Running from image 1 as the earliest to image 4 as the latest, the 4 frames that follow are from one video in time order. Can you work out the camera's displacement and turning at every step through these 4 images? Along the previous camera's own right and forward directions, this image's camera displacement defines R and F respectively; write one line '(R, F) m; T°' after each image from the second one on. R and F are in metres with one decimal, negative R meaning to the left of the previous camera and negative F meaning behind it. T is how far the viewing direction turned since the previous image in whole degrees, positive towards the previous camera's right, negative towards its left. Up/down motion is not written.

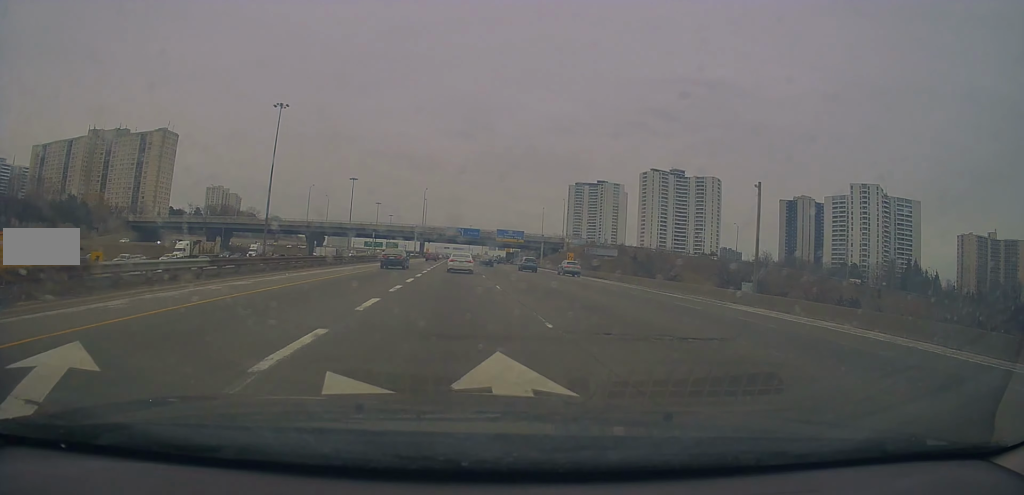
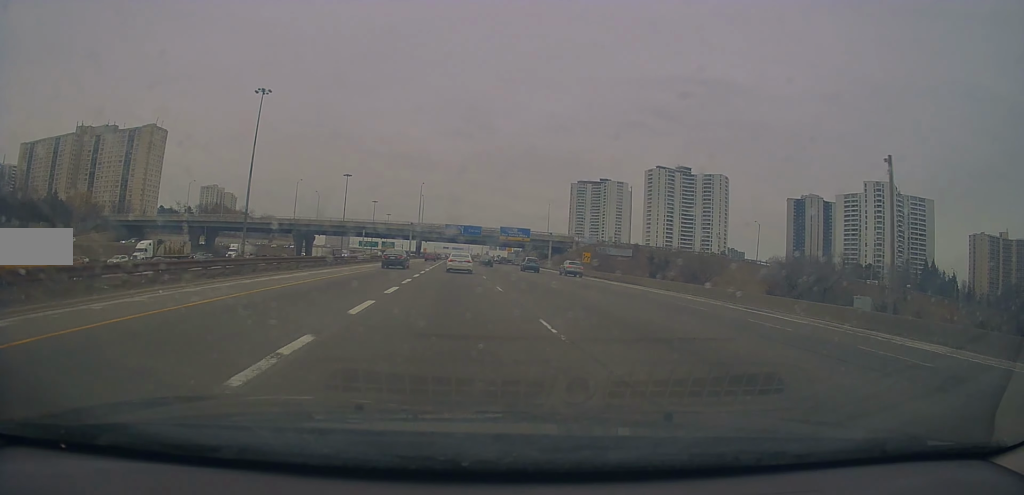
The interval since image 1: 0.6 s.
(0.0, +12.6) m; 0°
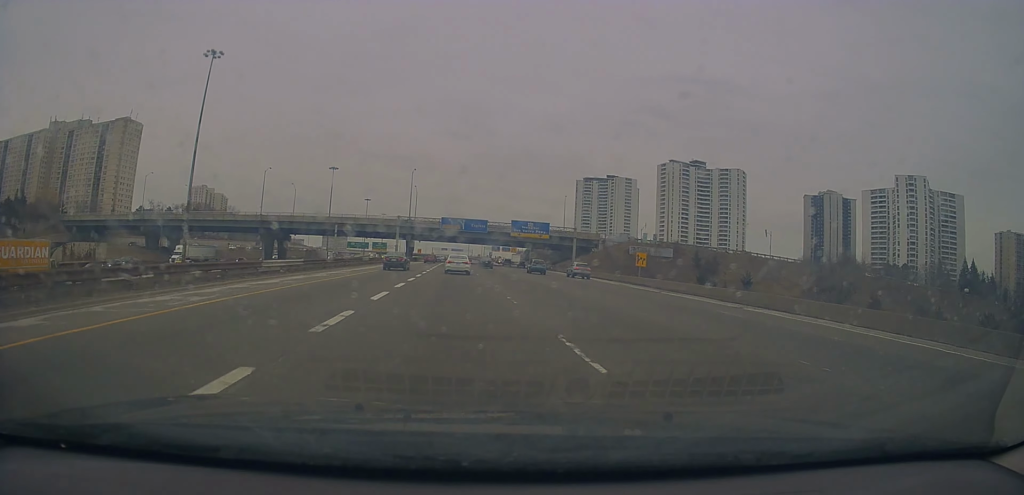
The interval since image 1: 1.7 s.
(0.0, +25.8) m; 0°
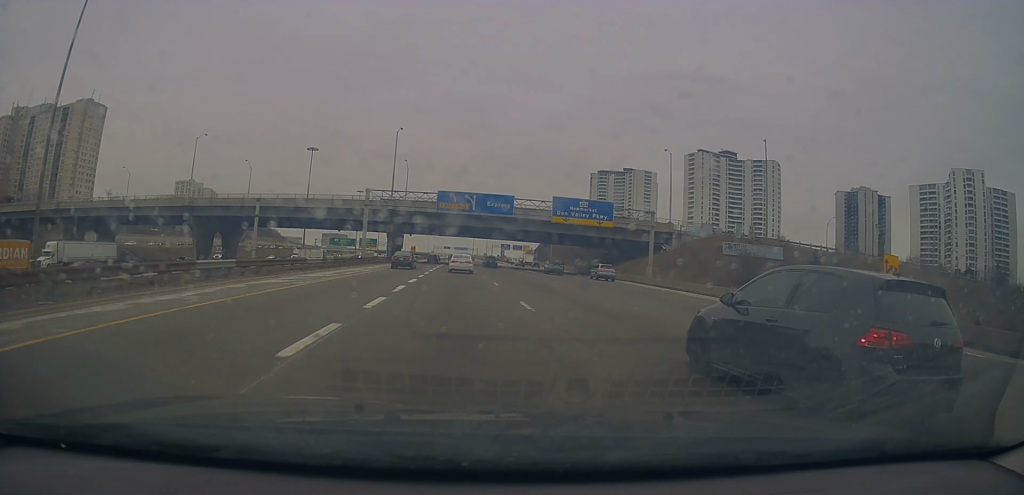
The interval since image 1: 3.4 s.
(0.0, +37.7) m; 0°
